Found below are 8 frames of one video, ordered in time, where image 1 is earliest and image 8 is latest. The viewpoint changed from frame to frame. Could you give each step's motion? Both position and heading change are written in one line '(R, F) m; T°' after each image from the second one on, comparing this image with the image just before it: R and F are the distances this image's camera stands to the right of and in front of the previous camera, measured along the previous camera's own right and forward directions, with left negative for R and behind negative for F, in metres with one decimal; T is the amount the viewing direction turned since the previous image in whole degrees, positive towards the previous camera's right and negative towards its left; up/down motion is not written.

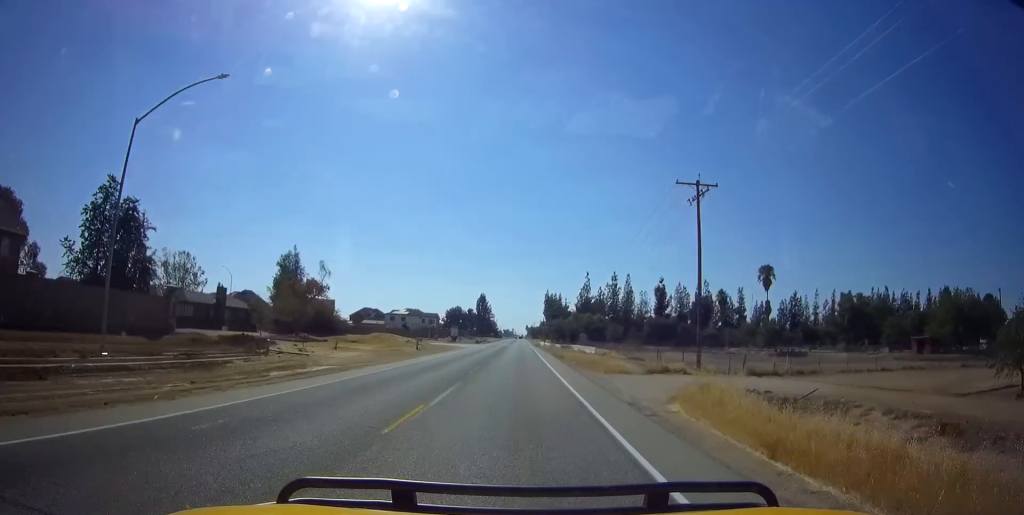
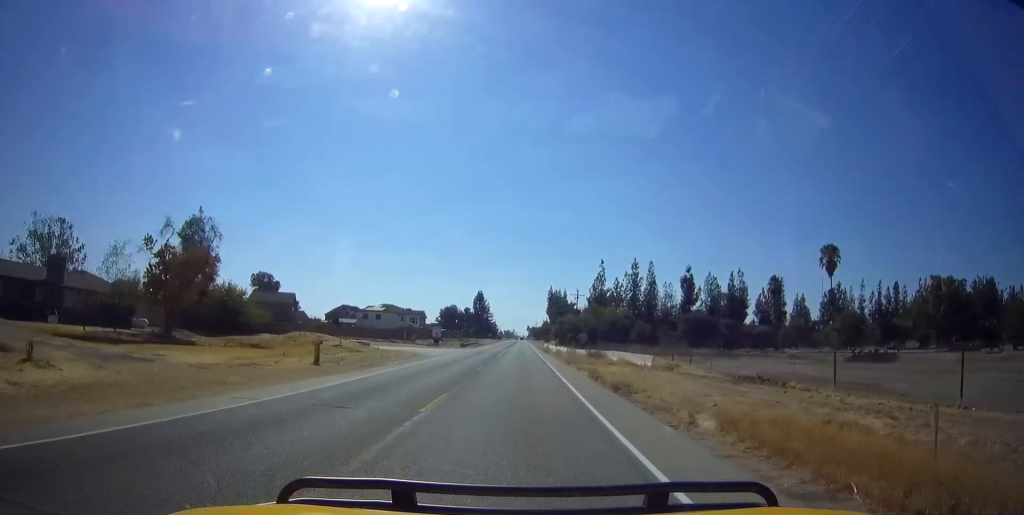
(0.0, +26.4) m; 0°
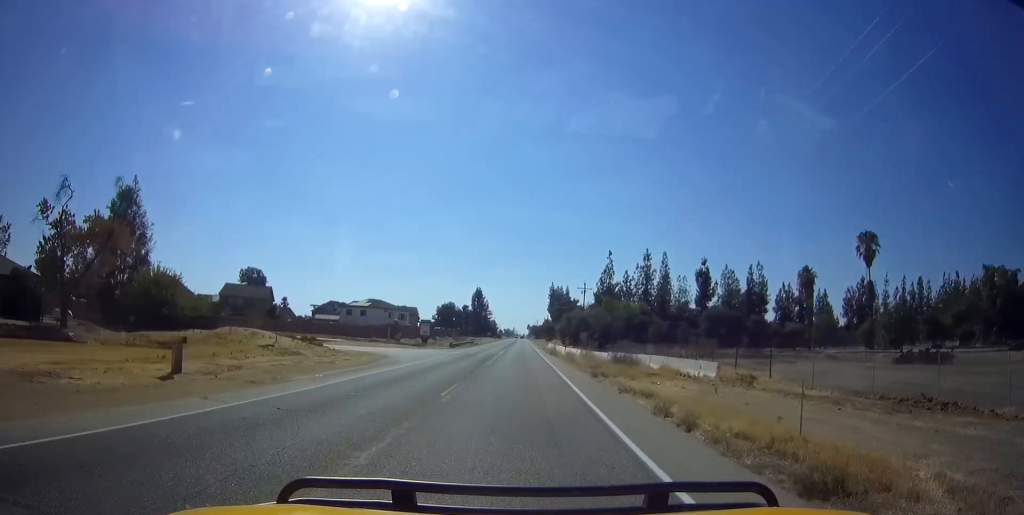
(0.0, +11.7) m; 0°
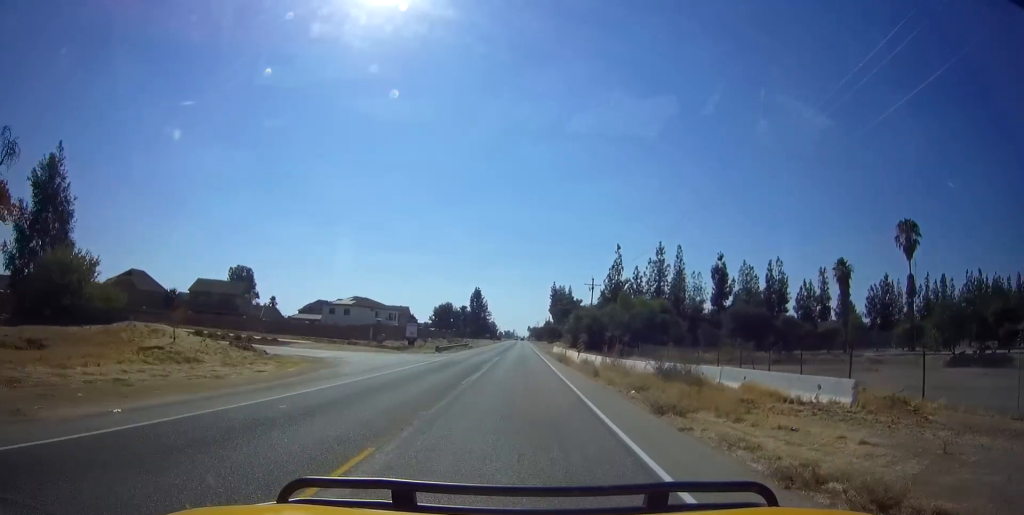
(0.0, +10.3) m; 0°
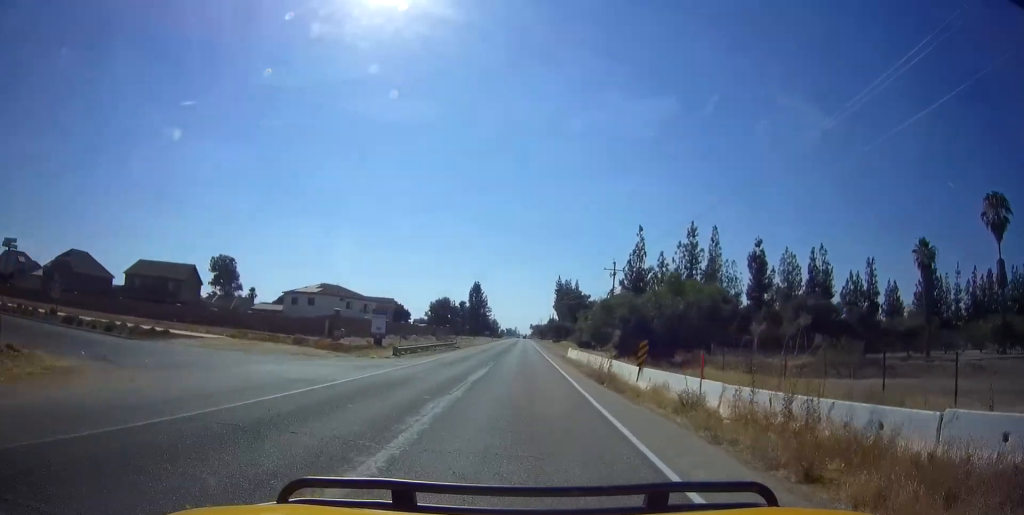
(0.0, +17.8) m; 0°
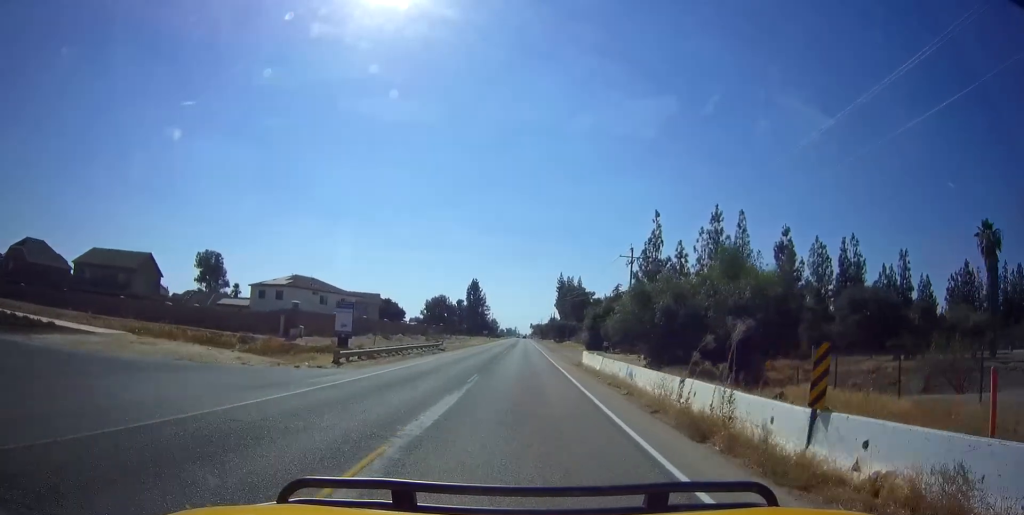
(0.0, +10.9) m; 0°
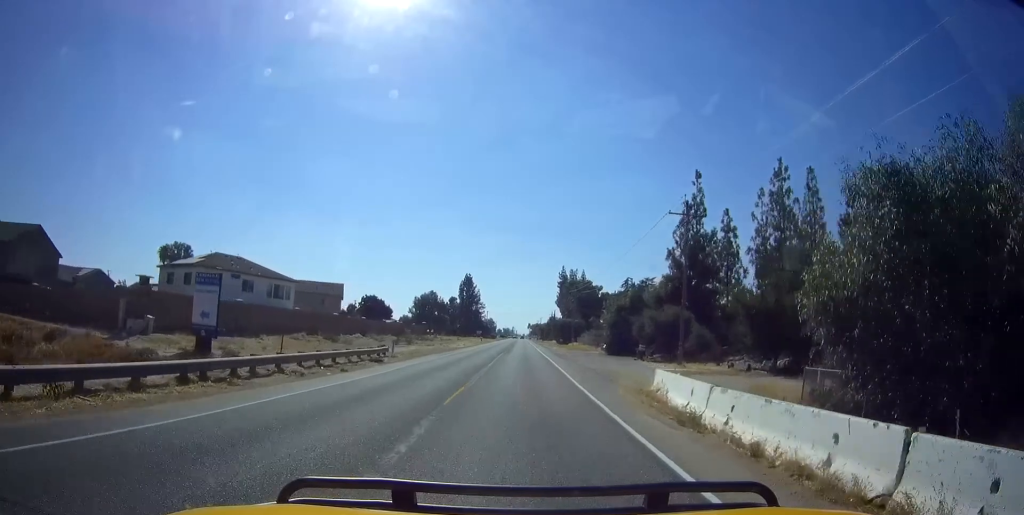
(0.0, +20.3) m; 0°
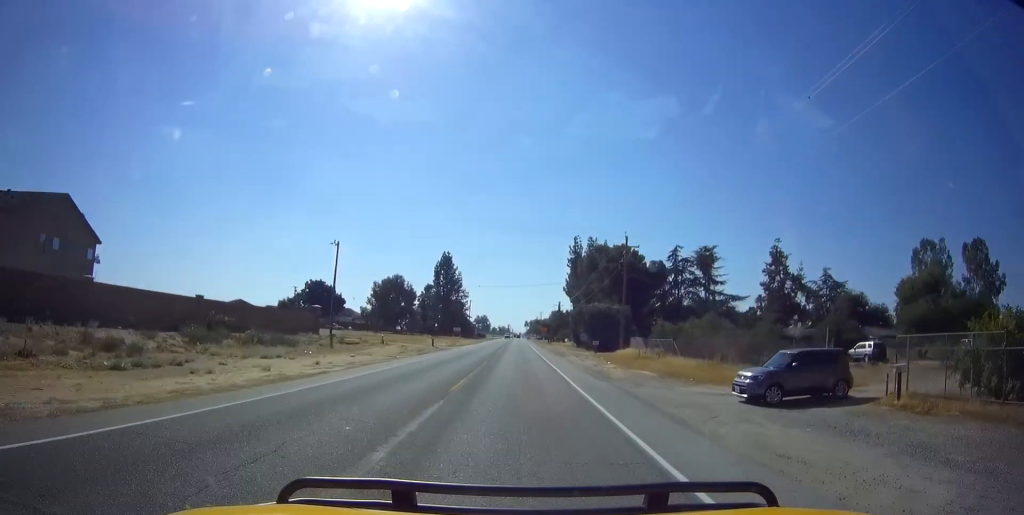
(+0.3, +55.9) m; 0°
